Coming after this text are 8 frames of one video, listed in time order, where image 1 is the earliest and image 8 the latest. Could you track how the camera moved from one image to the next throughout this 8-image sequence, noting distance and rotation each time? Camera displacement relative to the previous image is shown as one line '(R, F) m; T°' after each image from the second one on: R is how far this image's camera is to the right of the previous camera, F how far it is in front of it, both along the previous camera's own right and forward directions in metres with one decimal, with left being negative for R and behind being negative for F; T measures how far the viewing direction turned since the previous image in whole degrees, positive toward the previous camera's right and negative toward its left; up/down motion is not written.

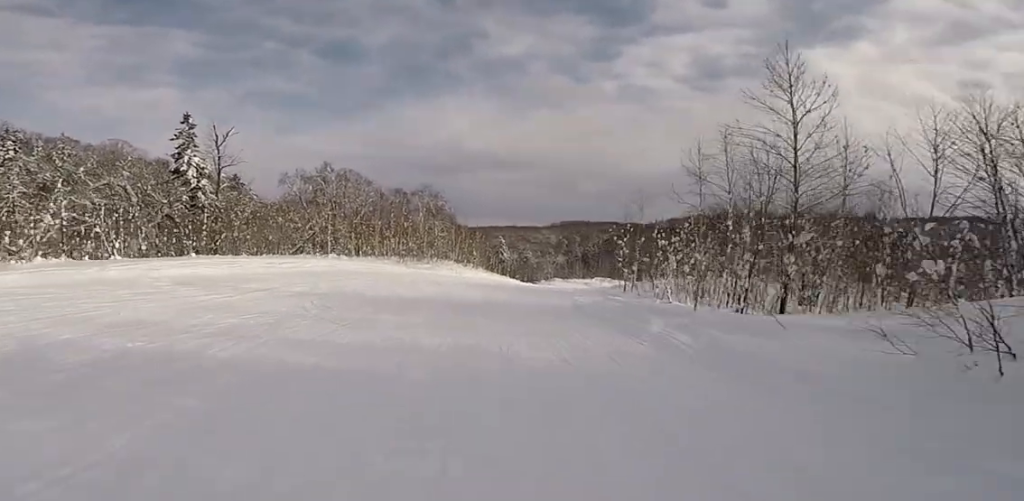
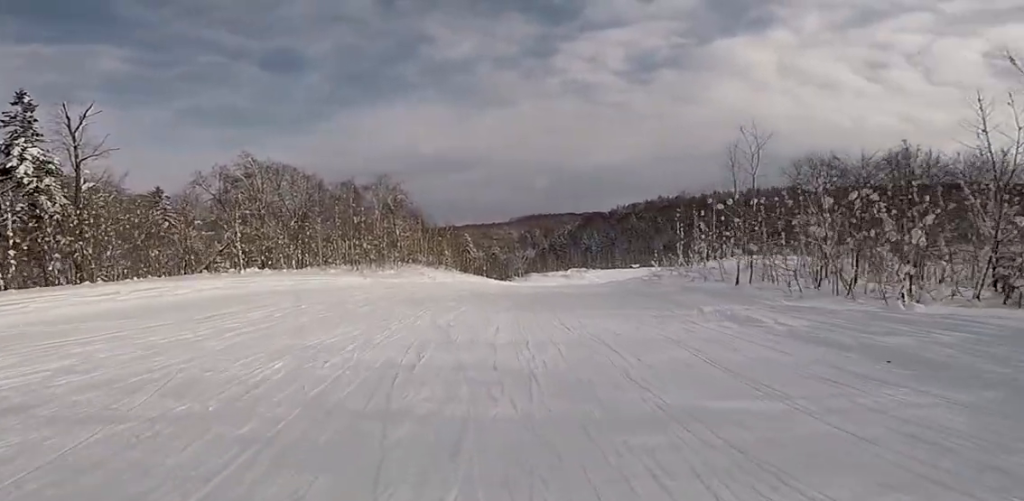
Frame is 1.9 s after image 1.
(+2.5, +15.2) m; +10°
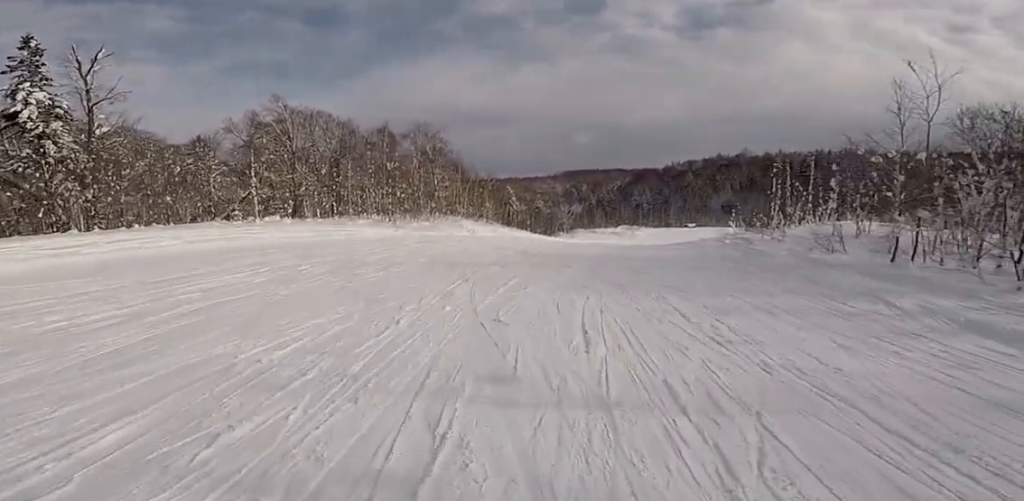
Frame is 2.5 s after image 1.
(0.0, +4.9) m; 0°
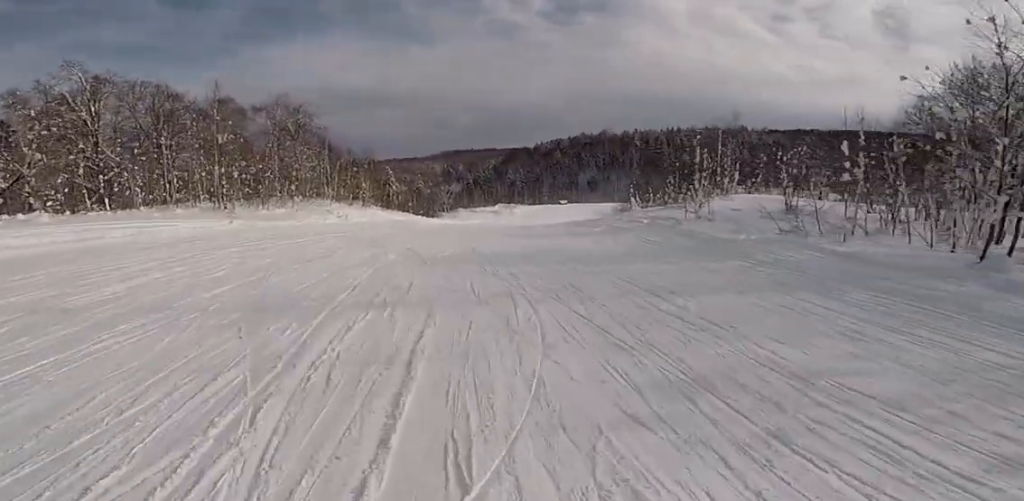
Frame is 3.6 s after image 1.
(0.0, +8.6) m; +7°
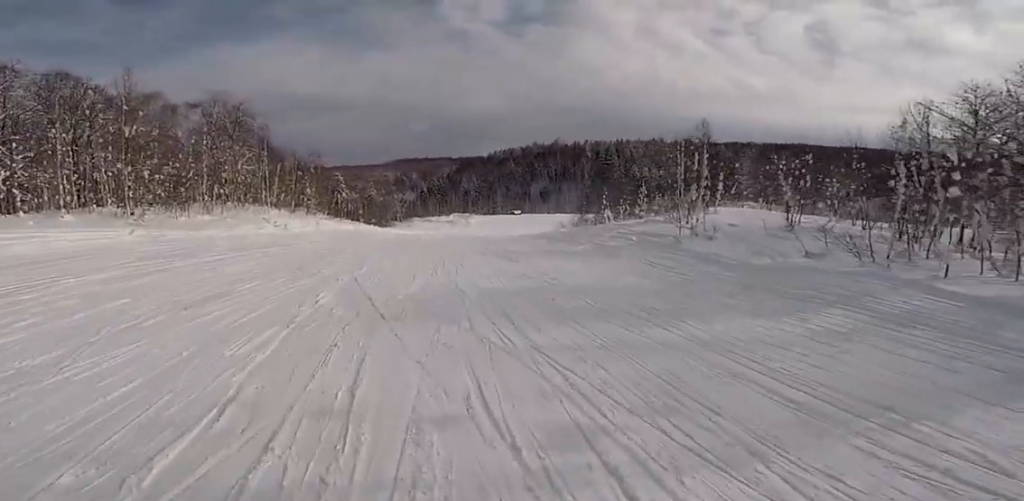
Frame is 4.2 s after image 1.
(+0.2, +4.8) m; +7°
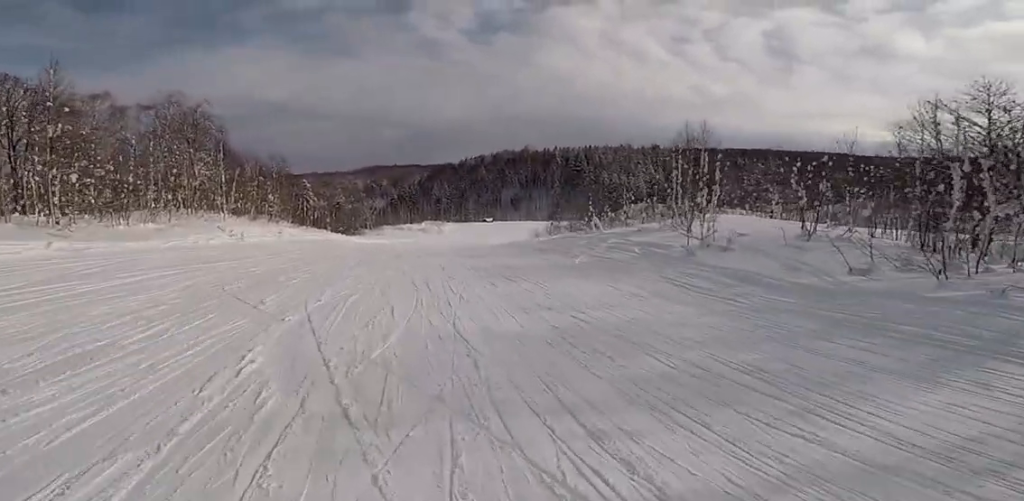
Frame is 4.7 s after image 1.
(+0.5, +3.4) m; +6°
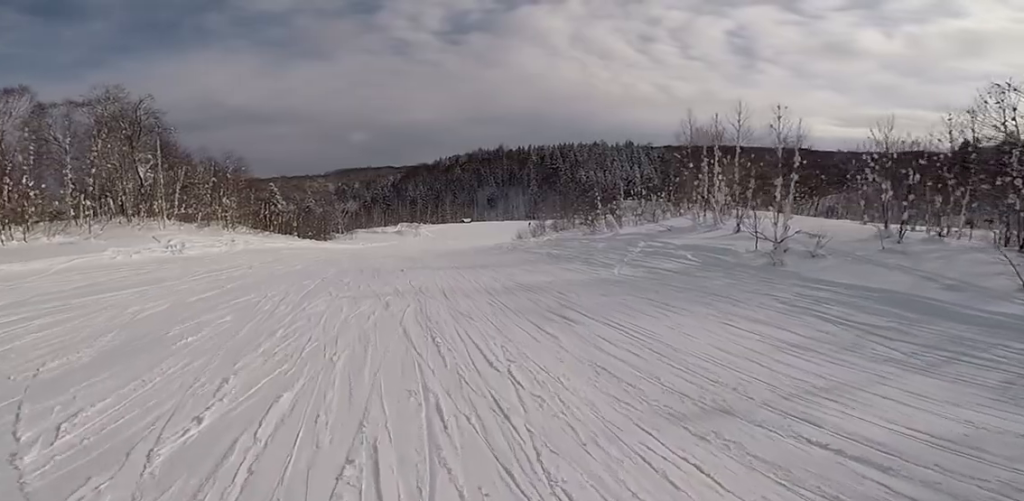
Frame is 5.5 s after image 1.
(+0.4, +5.8) m; -1°
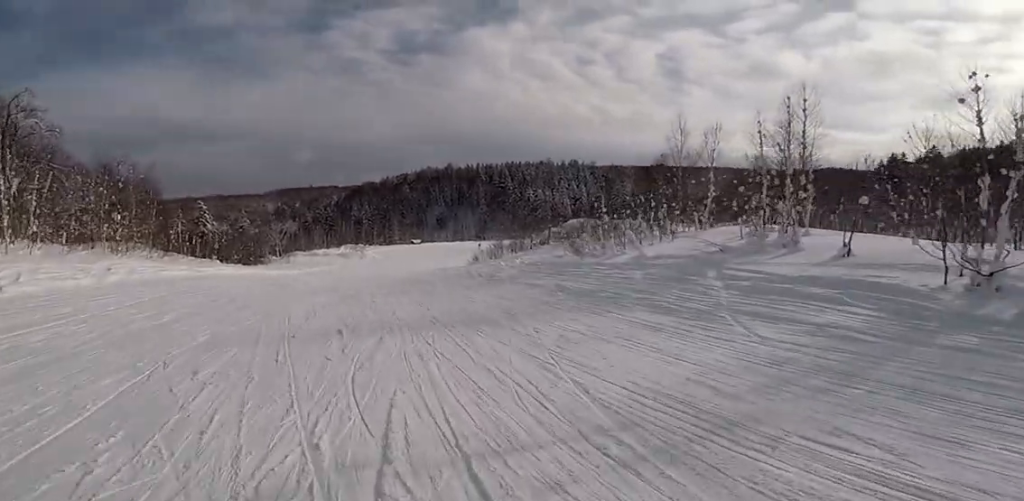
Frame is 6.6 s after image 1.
(-1.0, +8.3) m; -6°
